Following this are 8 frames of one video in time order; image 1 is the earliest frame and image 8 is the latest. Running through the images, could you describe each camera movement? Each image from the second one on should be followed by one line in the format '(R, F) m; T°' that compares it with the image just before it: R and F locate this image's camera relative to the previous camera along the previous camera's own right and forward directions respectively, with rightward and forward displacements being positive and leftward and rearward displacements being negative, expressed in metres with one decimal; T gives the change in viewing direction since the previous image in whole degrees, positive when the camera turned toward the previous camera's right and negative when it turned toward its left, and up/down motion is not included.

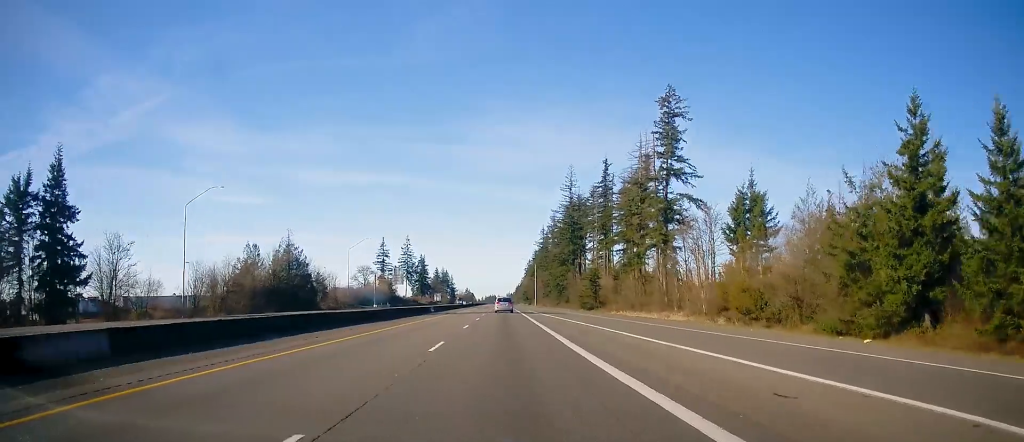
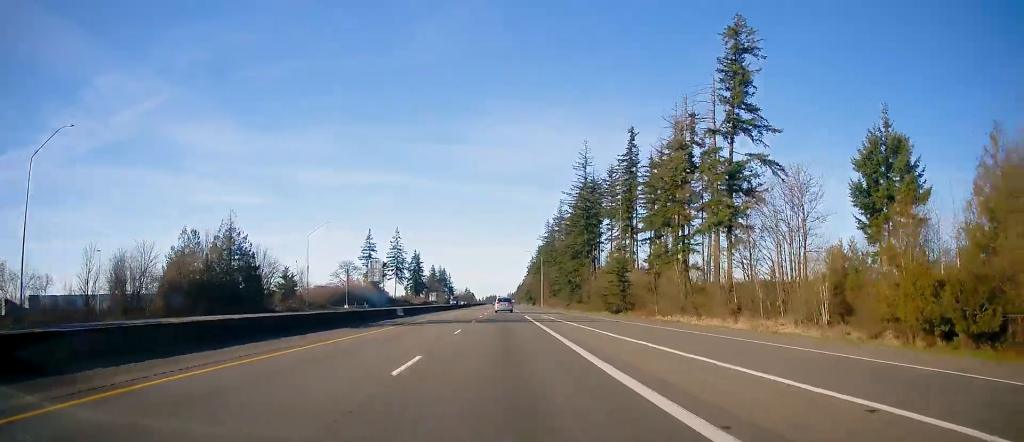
(0.0, +28.9) m; 0°
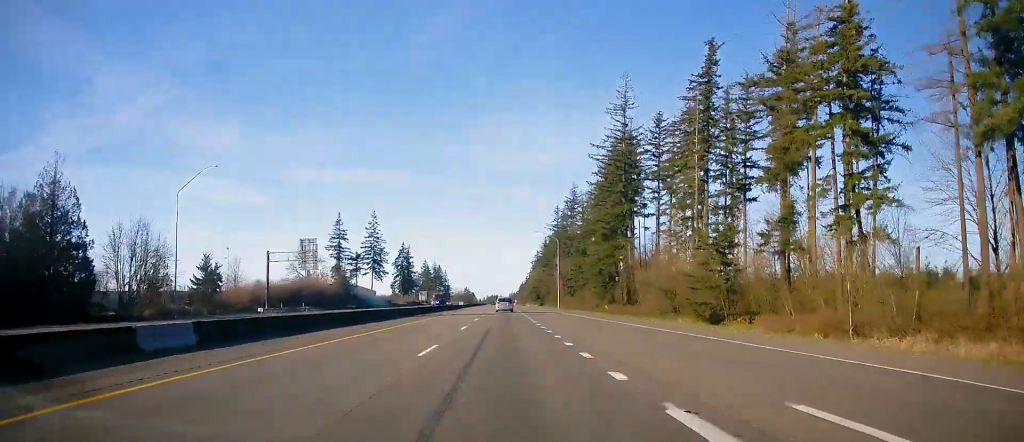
(0.0, +45.5) m; 0°
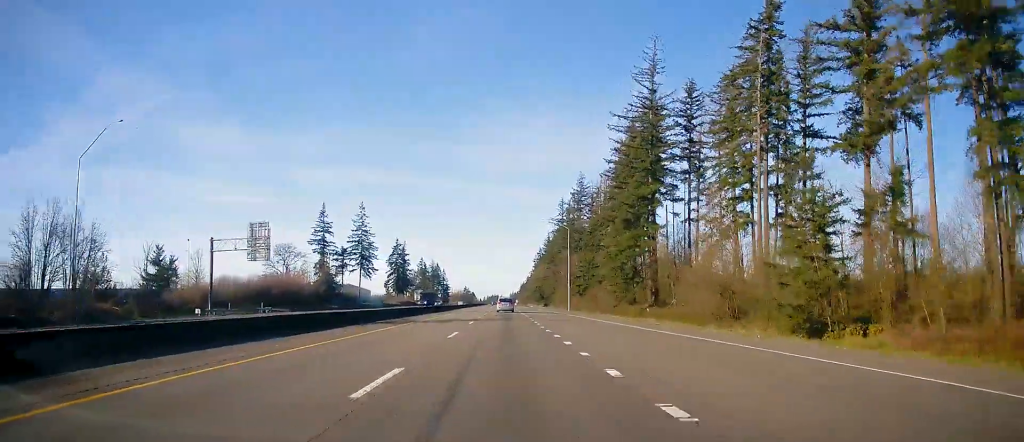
(0.0, +17.8) m; 0°
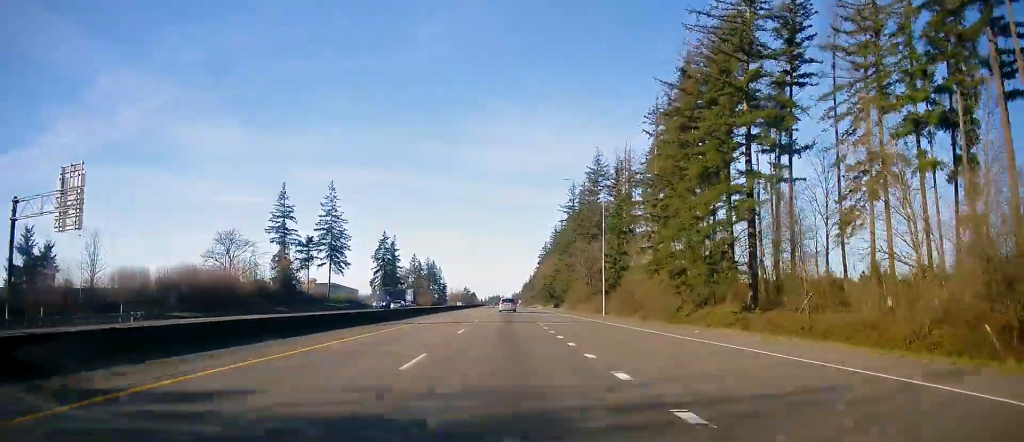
(0.0, +33.3) m; 0°
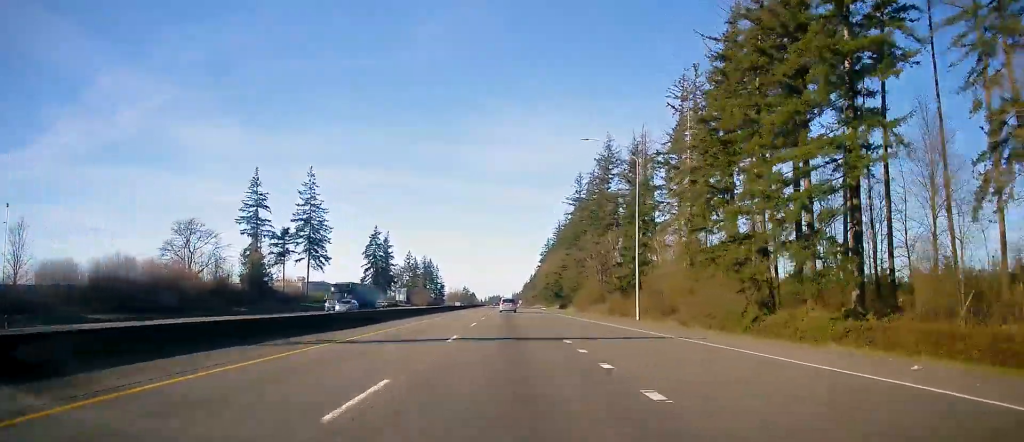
(0.0, +16.7) m; 0°
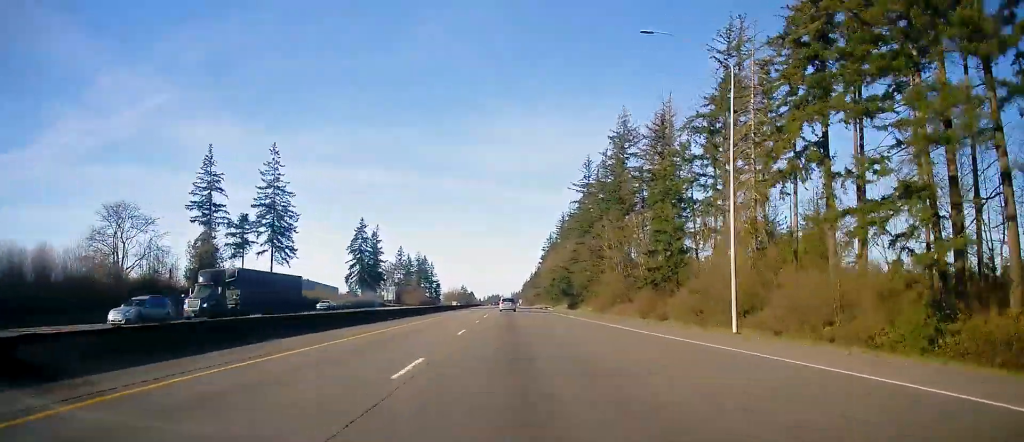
(0.0, +21.1) m; 0°
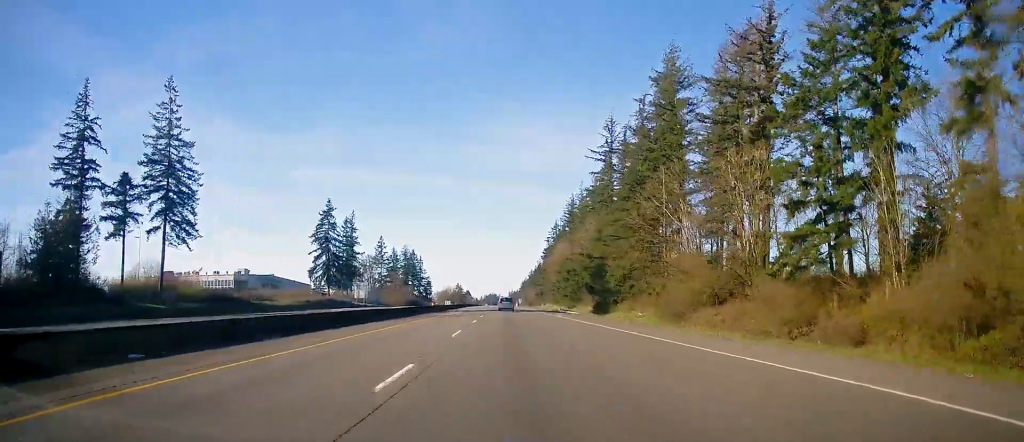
(0.0, +37.8) m; 0°
